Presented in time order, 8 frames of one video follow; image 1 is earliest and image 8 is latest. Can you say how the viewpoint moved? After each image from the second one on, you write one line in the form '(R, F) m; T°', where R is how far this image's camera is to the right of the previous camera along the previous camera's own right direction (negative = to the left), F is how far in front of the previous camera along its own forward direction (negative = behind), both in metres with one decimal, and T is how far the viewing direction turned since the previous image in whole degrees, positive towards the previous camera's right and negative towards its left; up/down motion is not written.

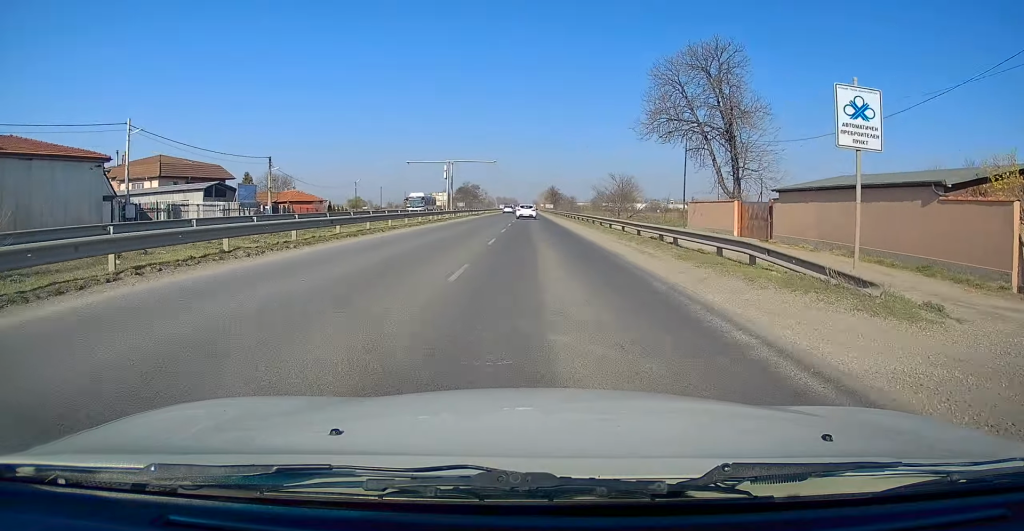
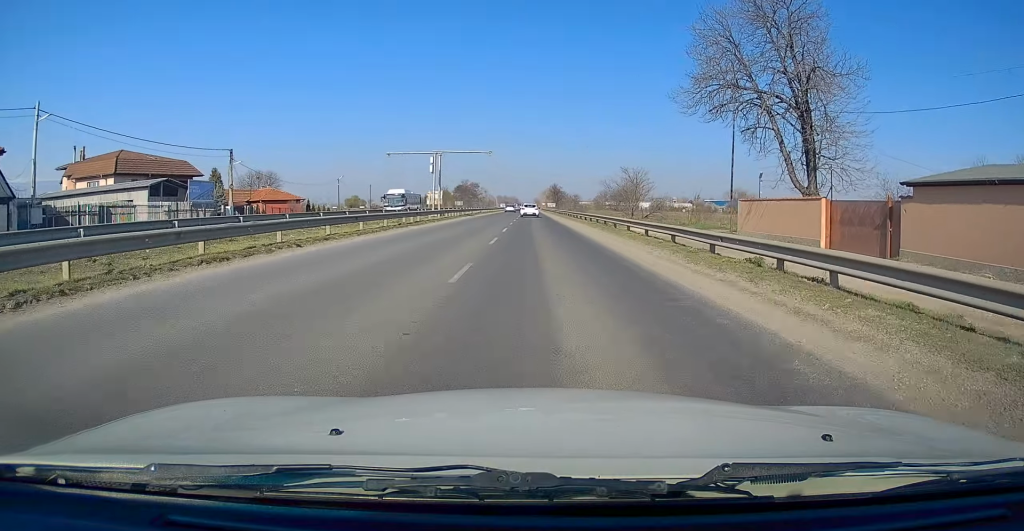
(+0.2, +9.3) m; 0°
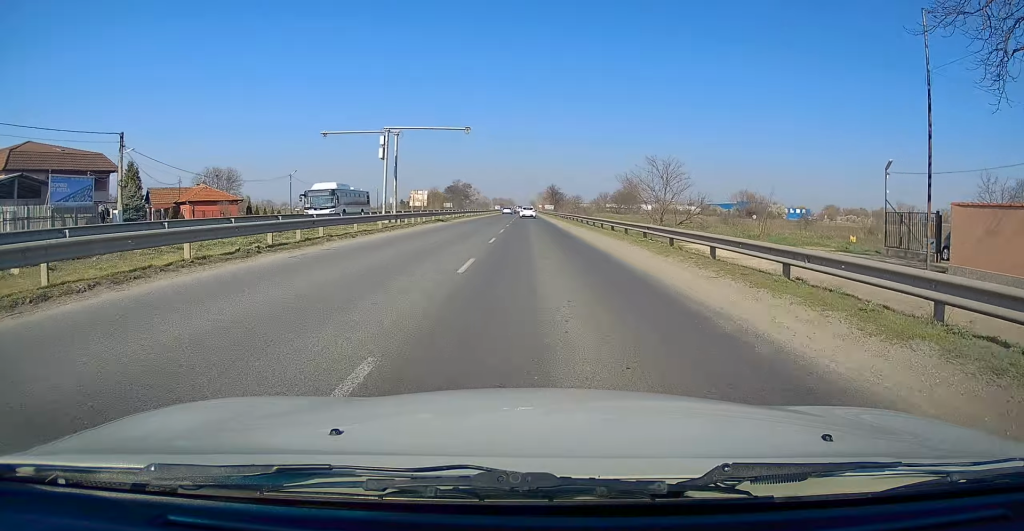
(-0.3, +16.7) m; 0°
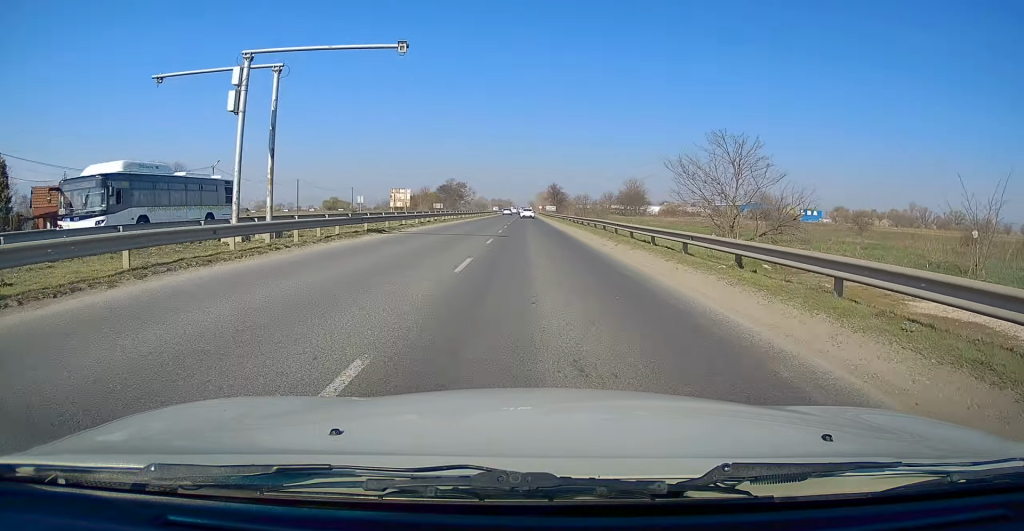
(+0.4, +18.2) m; +1°
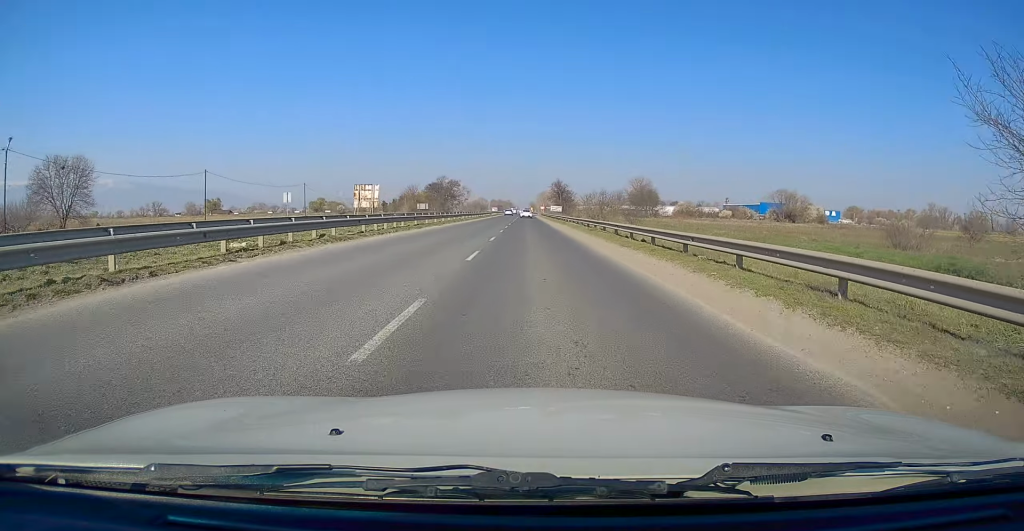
(-0.3, +24.2) m; -2°
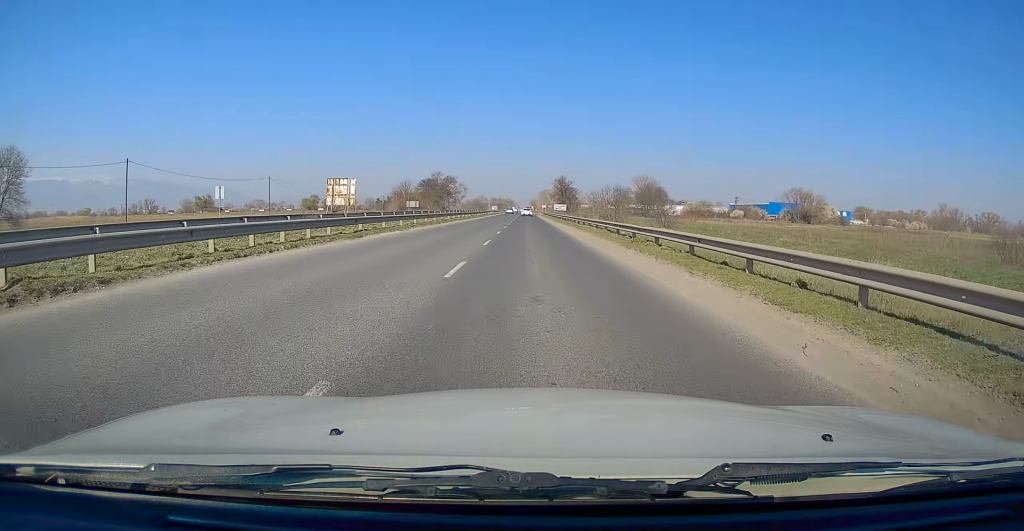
(-0.3, +12.4) m; 0°
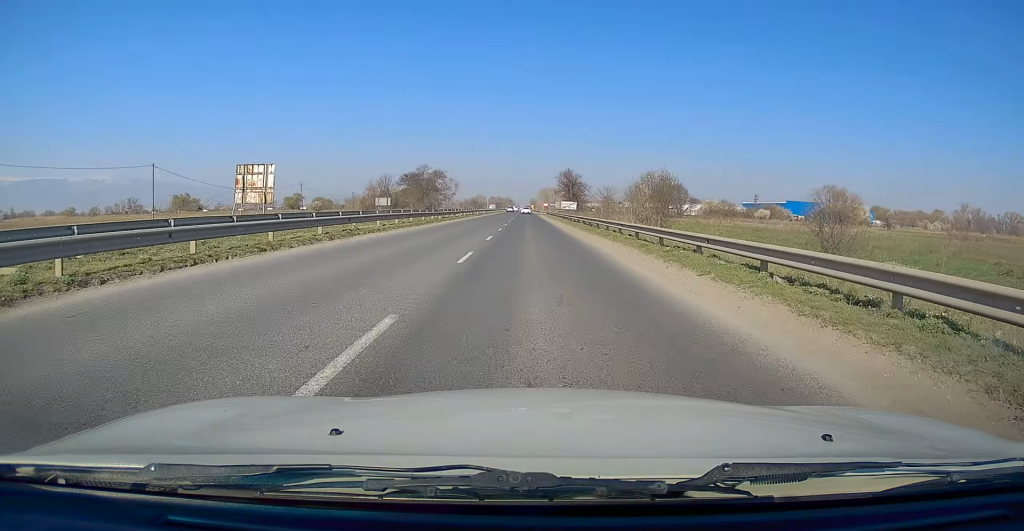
(+0.2, +24.4) m; 0°
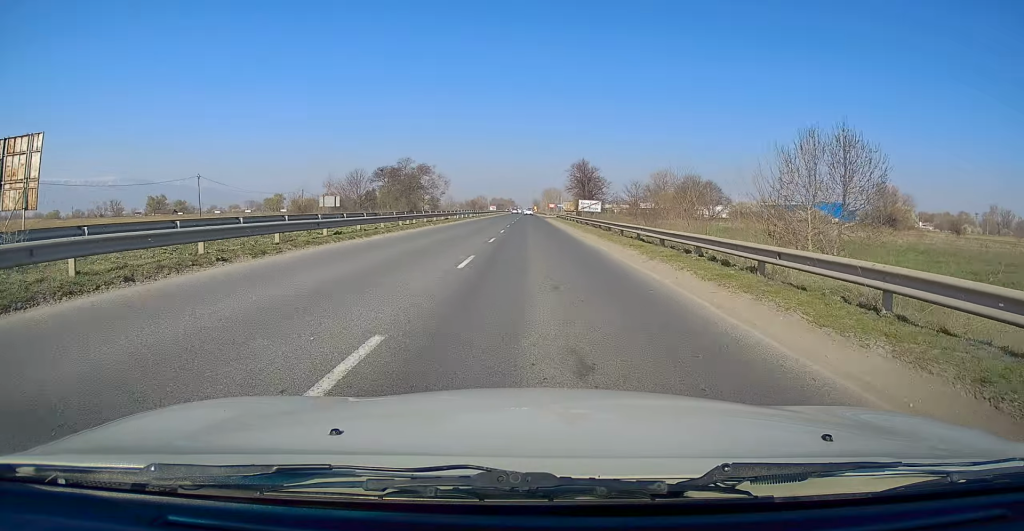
(+0.2, +27.8) m; 0°
